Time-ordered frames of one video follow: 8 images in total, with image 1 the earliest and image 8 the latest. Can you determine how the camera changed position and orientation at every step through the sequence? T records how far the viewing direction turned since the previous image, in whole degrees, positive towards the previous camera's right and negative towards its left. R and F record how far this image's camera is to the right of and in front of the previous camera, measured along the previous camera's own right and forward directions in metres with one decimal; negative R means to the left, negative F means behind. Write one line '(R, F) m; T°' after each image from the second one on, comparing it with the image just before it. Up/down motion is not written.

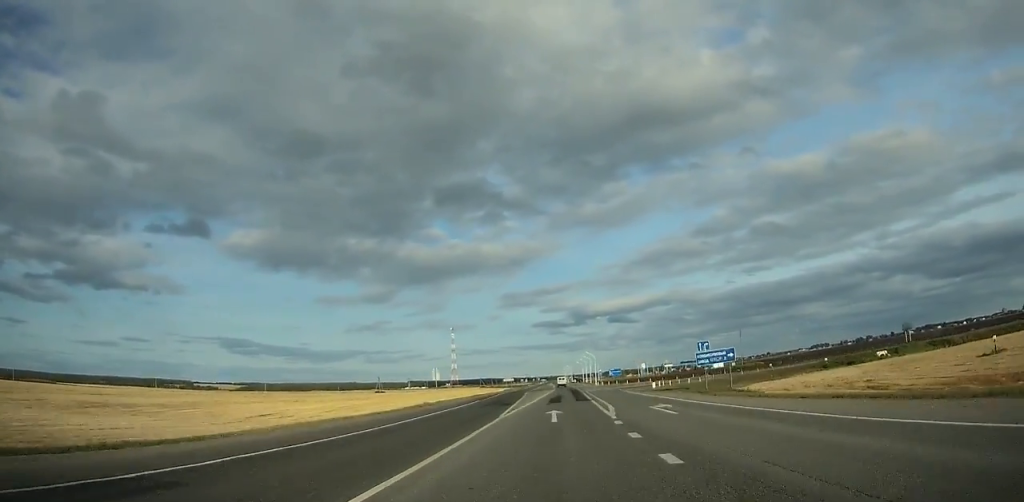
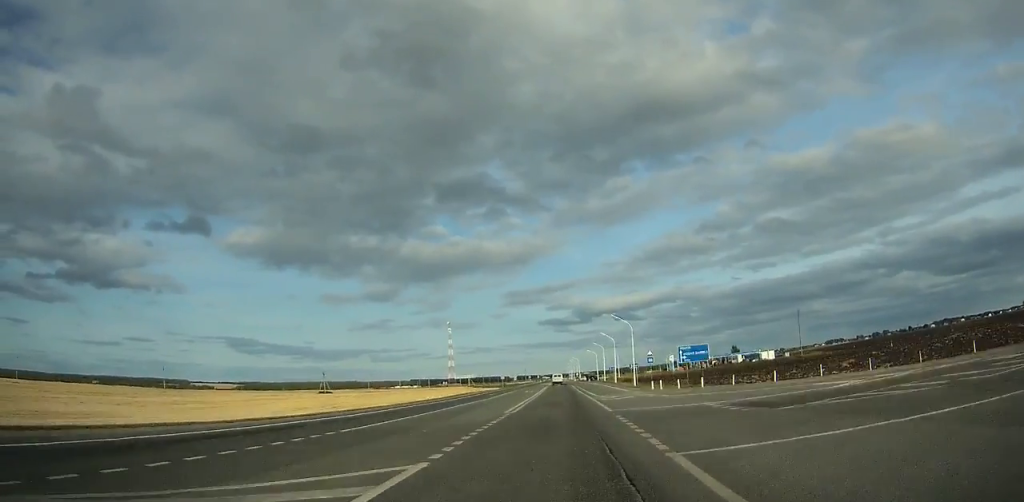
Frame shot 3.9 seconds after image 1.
(+0.8, +83.1) m; 0°
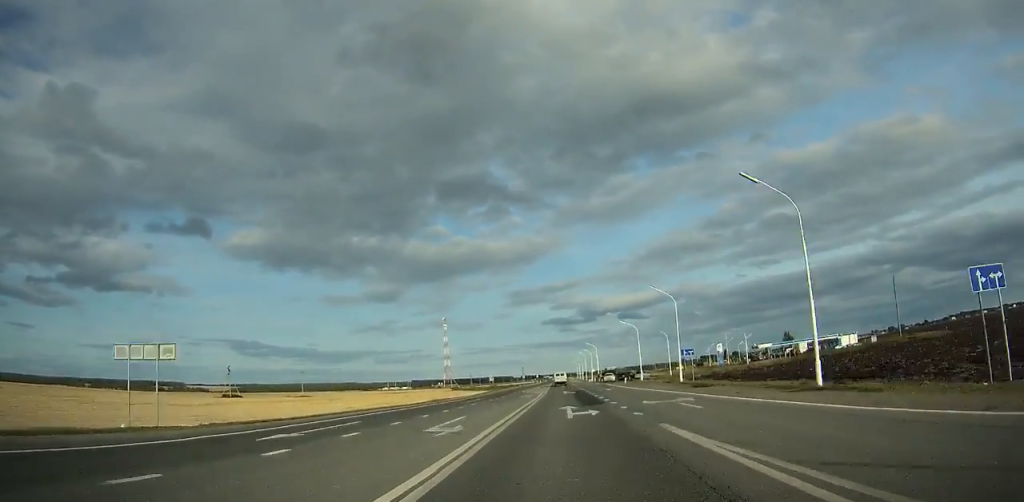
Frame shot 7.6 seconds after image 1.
(-1.2, +77.1) m; -1°
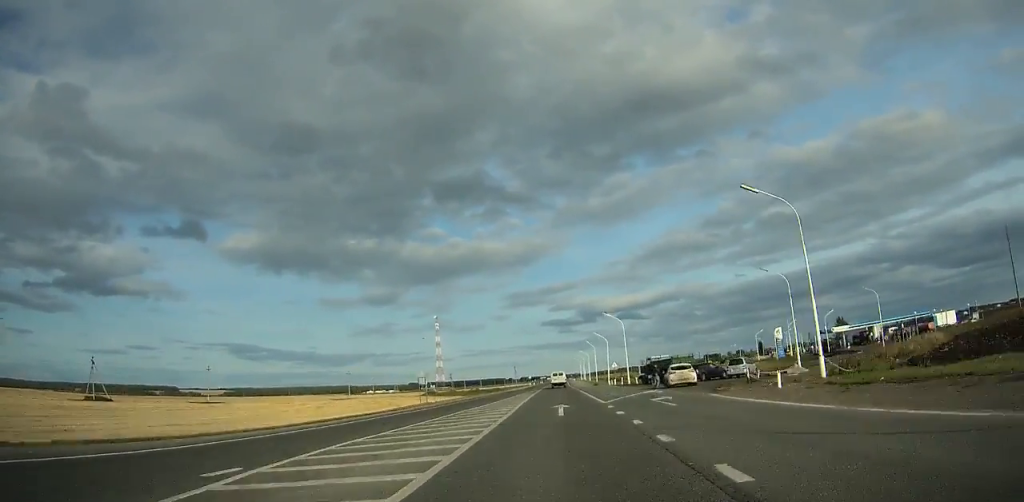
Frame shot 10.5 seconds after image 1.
(0.0, +59.0) m; 0°
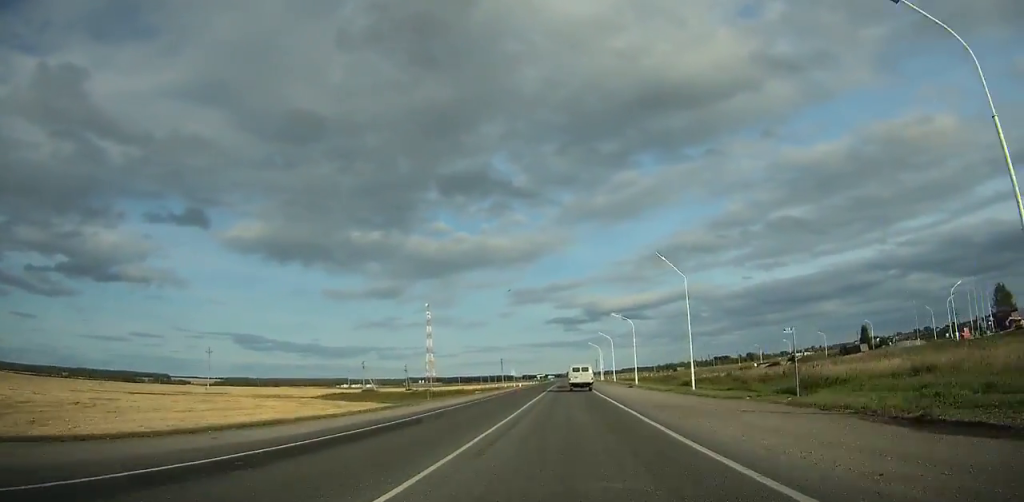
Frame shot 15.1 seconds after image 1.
(-0.3, +90.8) m; 0°
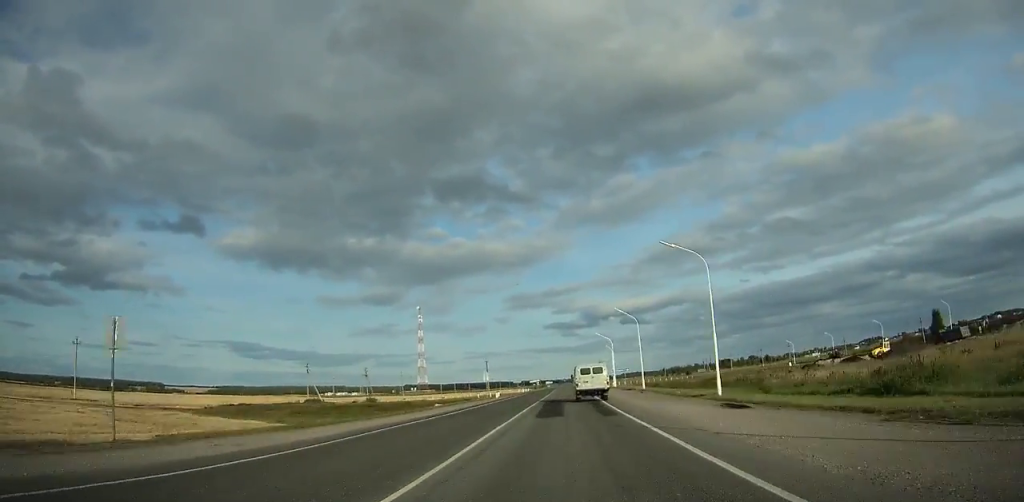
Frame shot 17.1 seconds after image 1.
(+0.1, +39.0) m; 0°
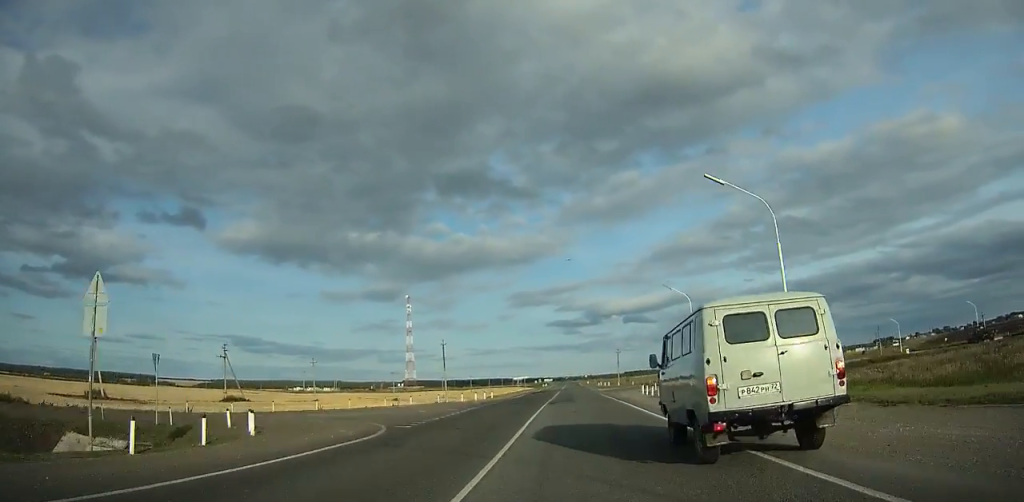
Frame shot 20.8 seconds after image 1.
(-0.1, +72.6) m; 0°
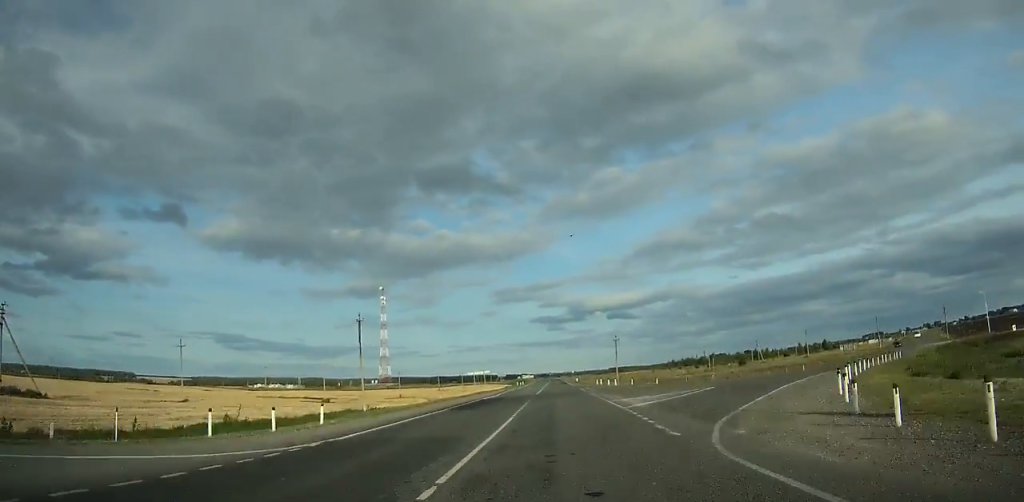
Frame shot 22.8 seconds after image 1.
(+0.1, +40.3) m; 0°
